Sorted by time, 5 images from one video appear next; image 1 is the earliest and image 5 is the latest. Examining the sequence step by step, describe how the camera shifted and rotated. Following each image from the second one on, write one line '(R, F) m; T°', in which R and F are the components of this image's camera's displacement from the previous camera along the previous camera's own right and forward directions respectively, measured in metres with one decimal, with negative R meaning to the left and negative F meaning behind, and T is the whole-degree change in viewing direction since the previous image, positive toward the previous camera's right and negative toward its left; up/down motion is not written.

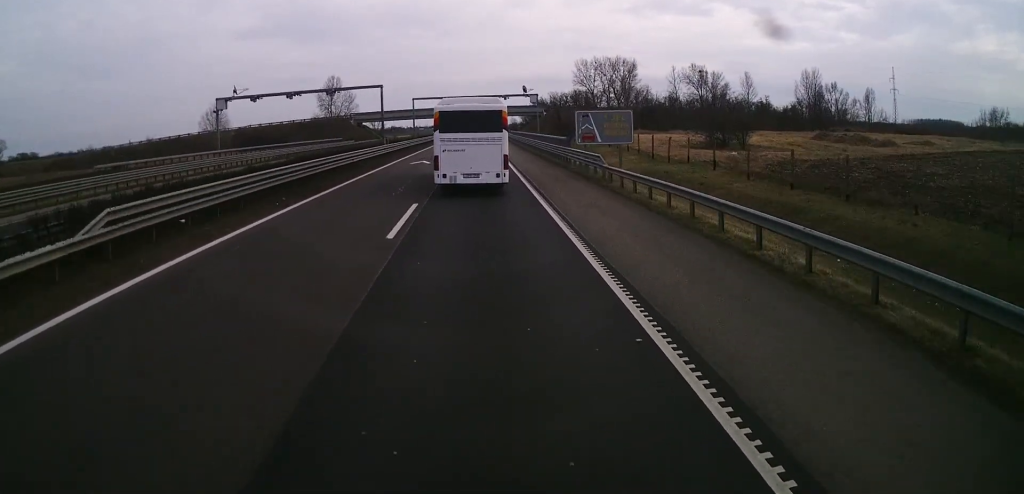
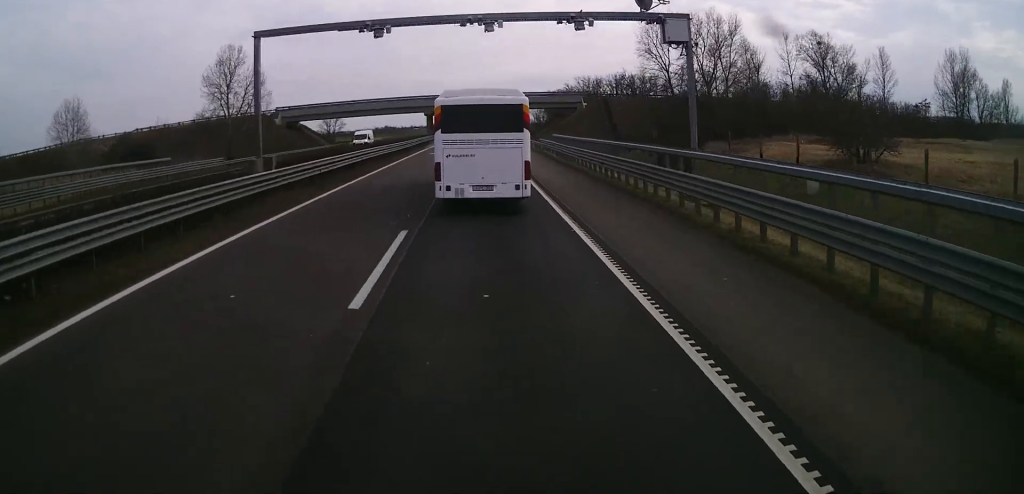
(+0.8, +59.0) m; +1°
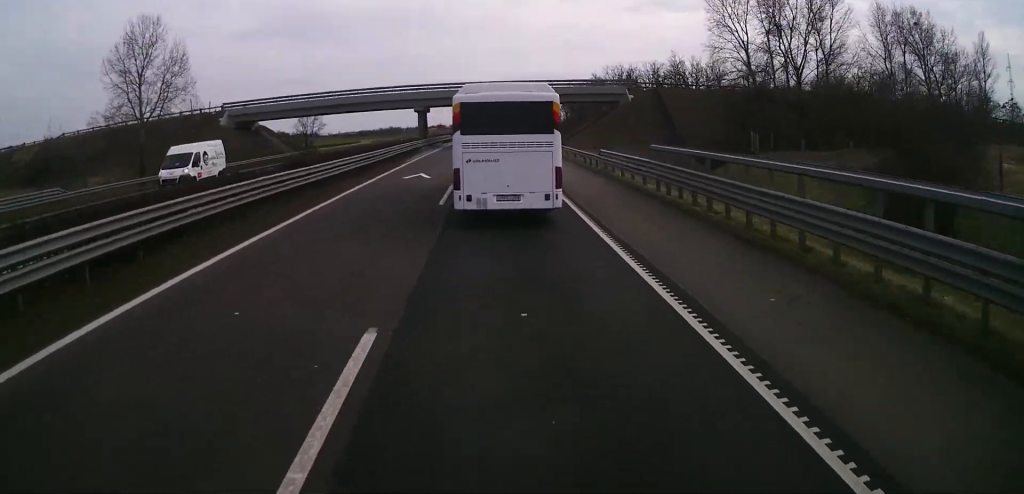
(-0.3, +25.0) m; +1°
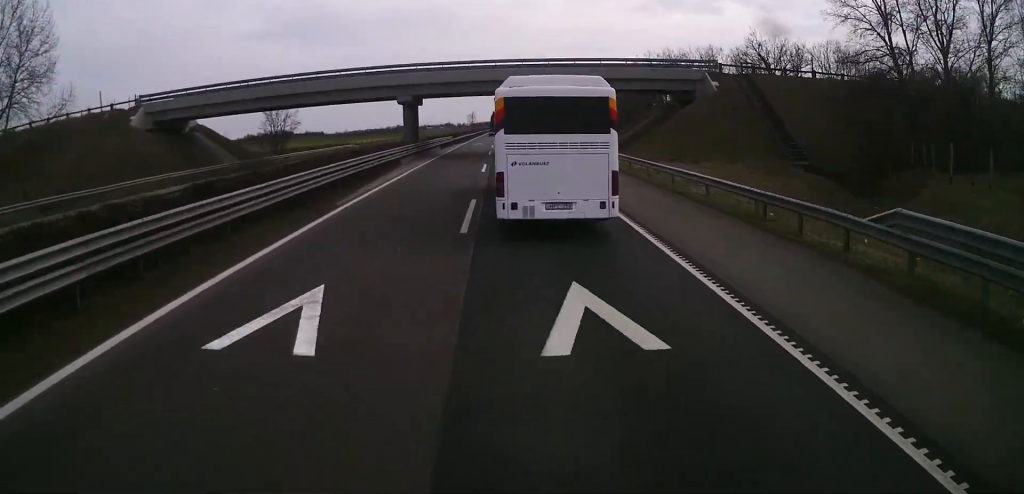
(+0.4, +23.2) m; 0°
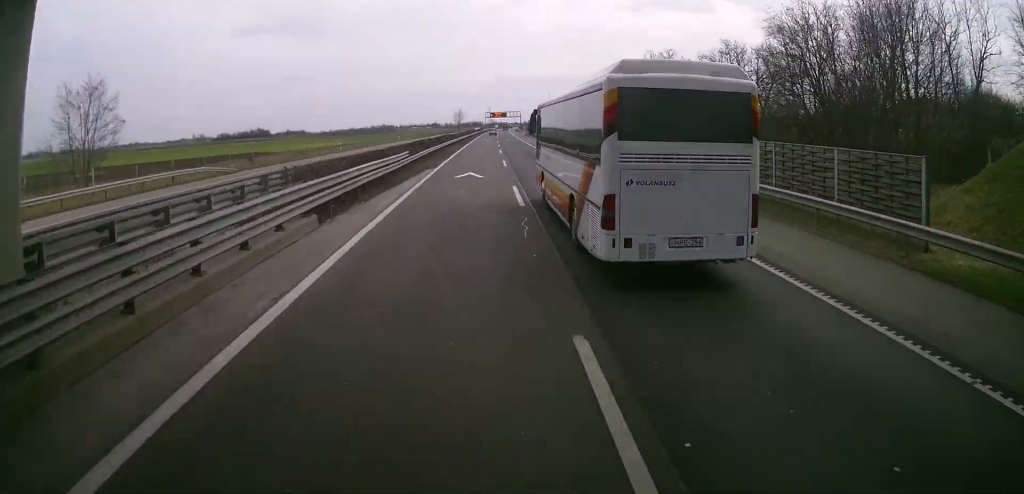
(-1.0, +48.5) m; -2°
